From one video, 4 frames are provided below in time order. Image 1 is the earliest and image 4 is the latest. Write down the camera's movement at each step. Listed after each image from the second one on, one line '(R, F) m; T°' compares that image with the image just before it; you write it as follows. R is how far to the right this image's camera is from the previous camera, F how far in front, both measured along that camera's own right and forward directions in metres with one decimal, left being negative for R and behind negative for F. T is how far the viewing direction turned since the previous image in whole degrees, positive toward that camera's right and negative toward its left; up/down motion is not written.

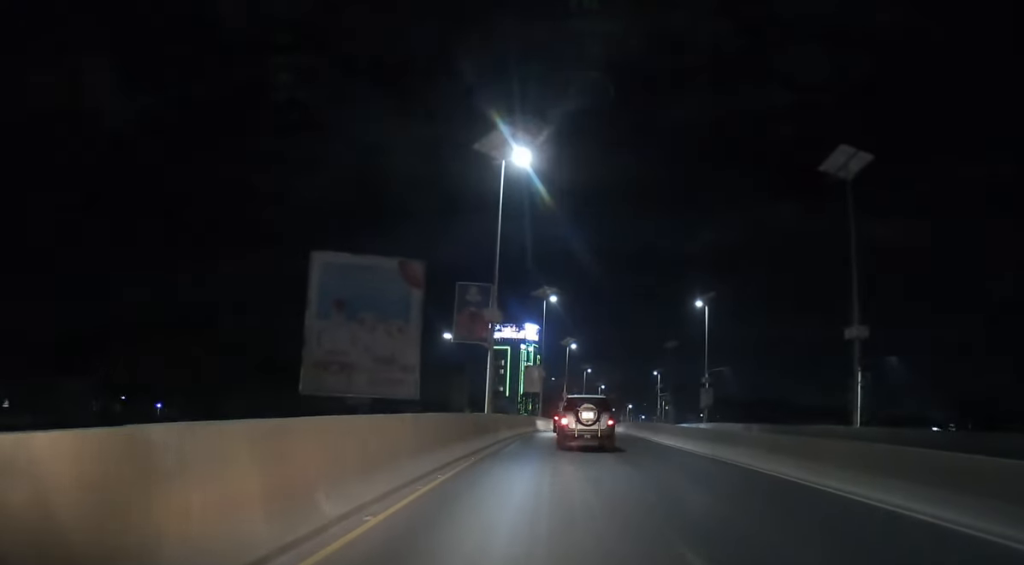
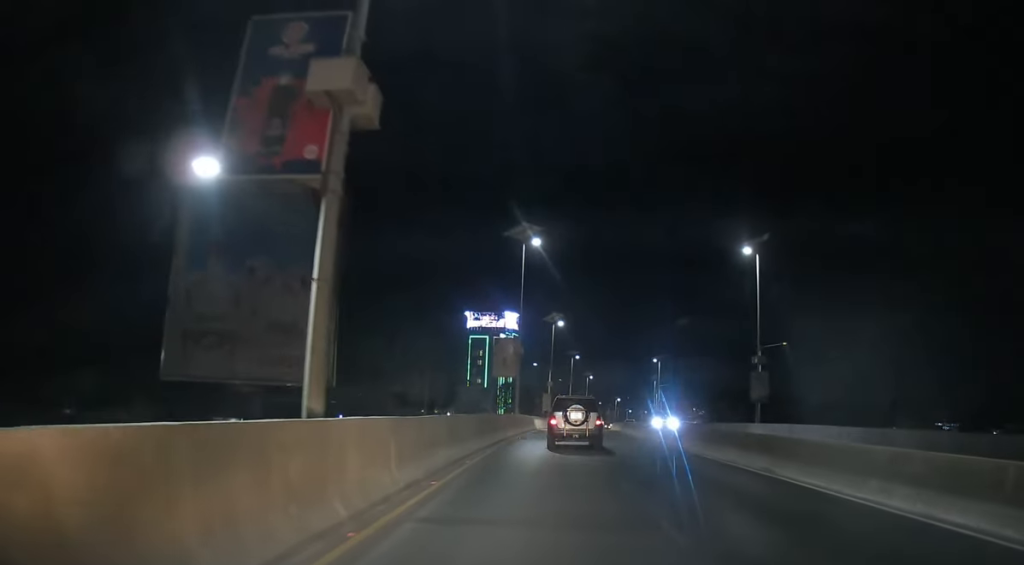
(+0.6, +20.9) m; +3°
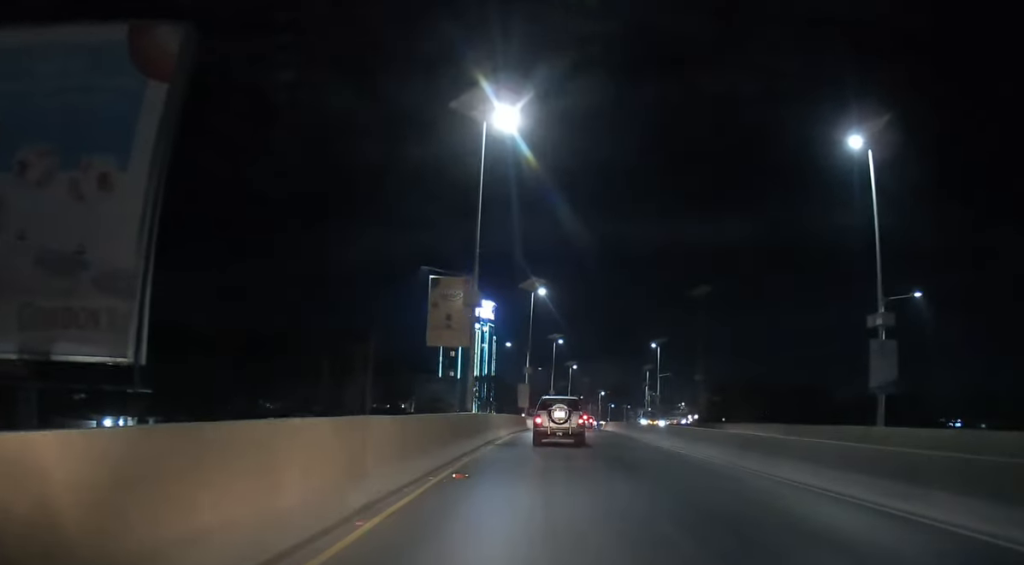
(+0.4, +19.3) m; +2°
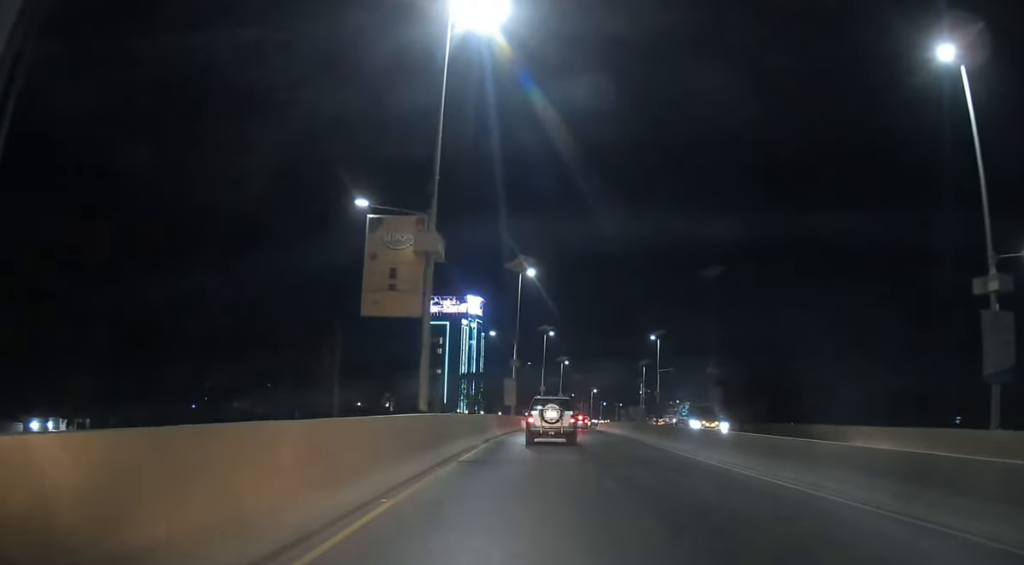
(0.0, +8.1) m; 0°
